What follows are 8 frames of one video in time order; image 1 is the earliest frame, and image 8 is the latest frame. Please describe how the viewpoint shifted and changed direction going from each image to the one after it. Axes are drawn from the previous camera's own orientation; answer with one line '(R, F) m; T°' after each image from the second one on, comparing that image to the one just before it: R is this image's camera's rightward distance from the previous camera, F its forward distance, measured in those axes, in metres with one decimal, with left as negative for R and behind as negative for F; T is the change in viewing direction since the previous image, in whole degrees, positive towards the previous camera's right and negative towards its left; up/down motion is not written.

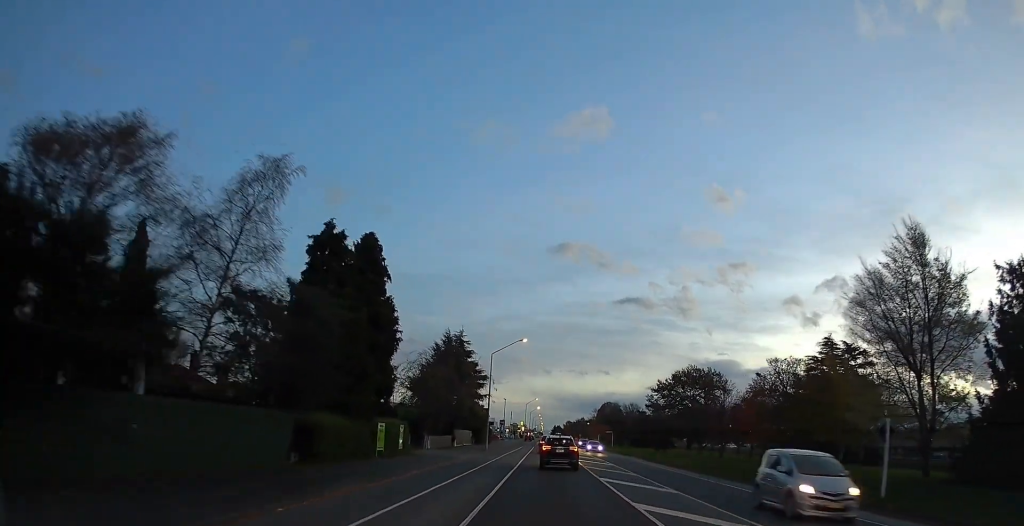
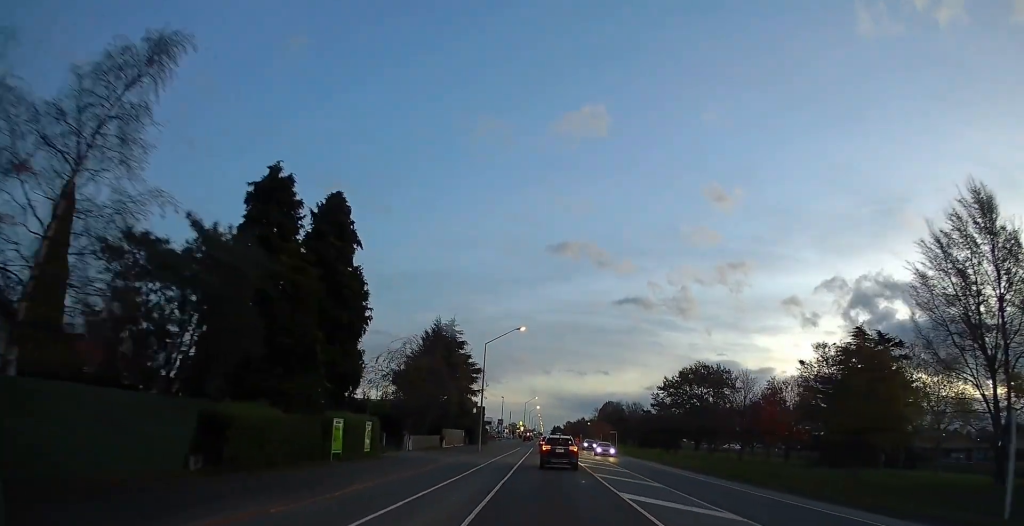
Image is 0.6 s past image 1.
(-0.1, +7.3) m; +1°
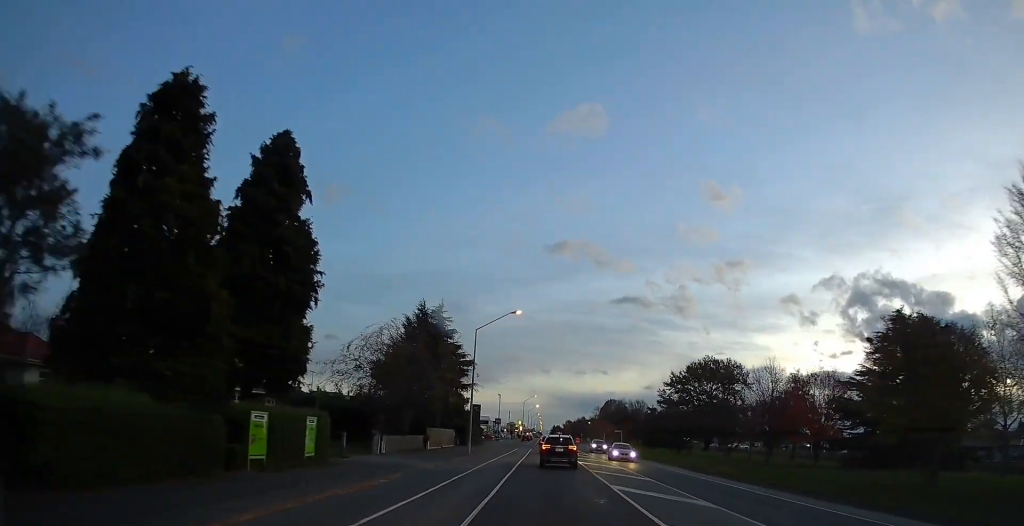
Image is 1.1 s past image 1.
(+0.2, +7.3) m; 0°
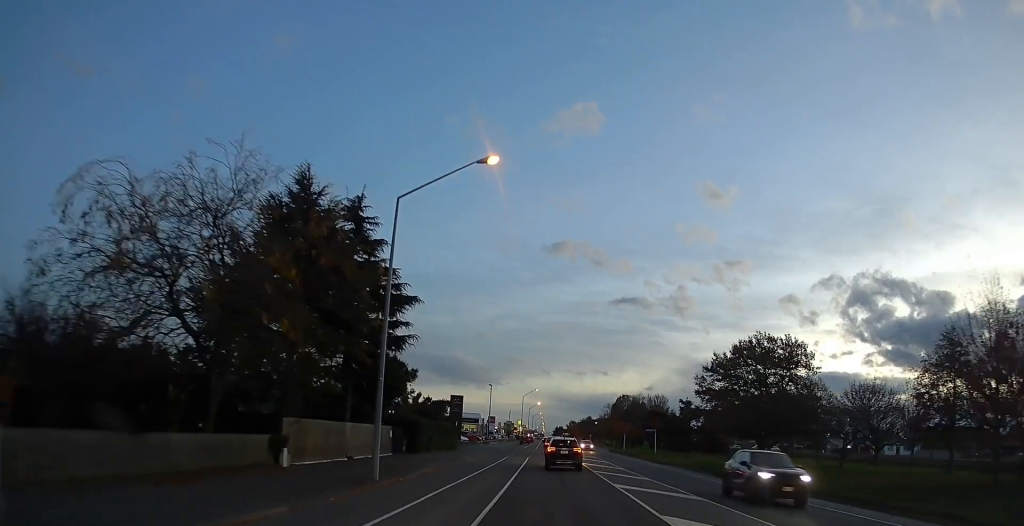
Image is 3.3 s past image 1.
(0.0, +28.2) m; 0°
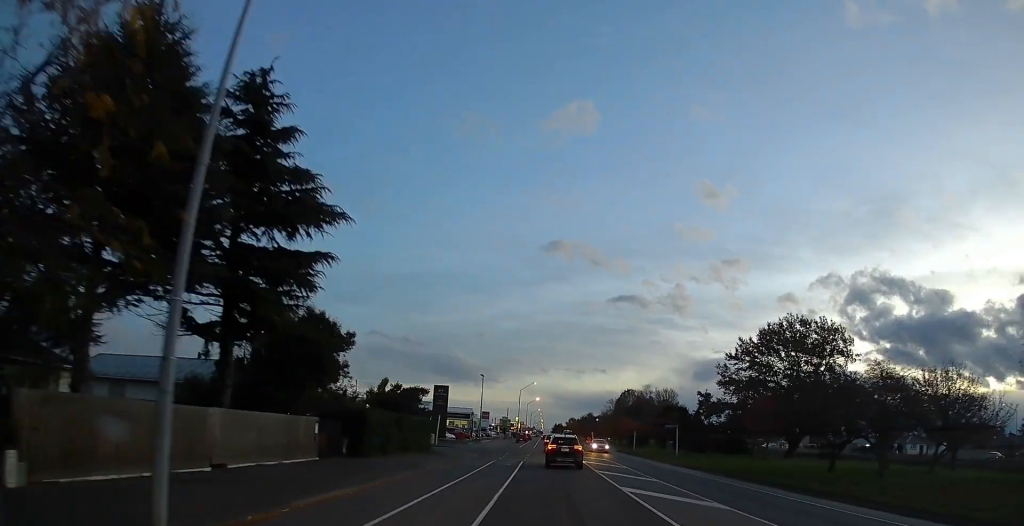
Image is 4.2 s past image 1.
(-0.1, +12.2) m; -1°
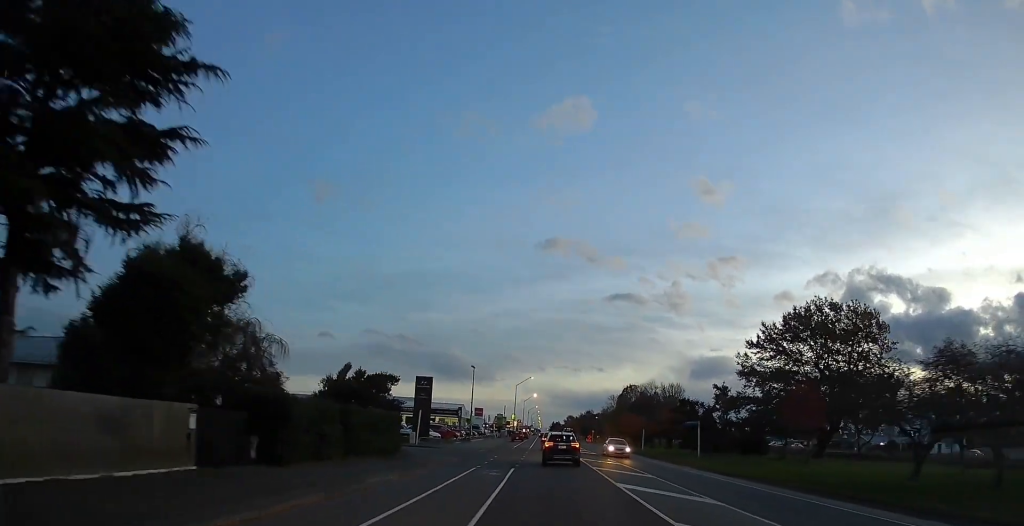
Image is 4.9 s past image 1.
(-0.1, +9.2) m; 0°
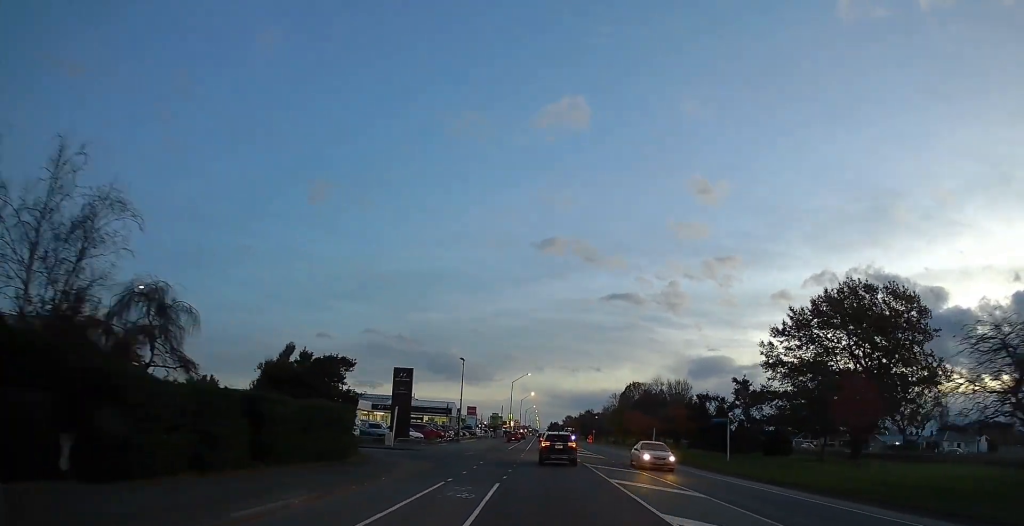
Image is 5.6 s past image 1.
(-0.1, +8.8) m; +1°
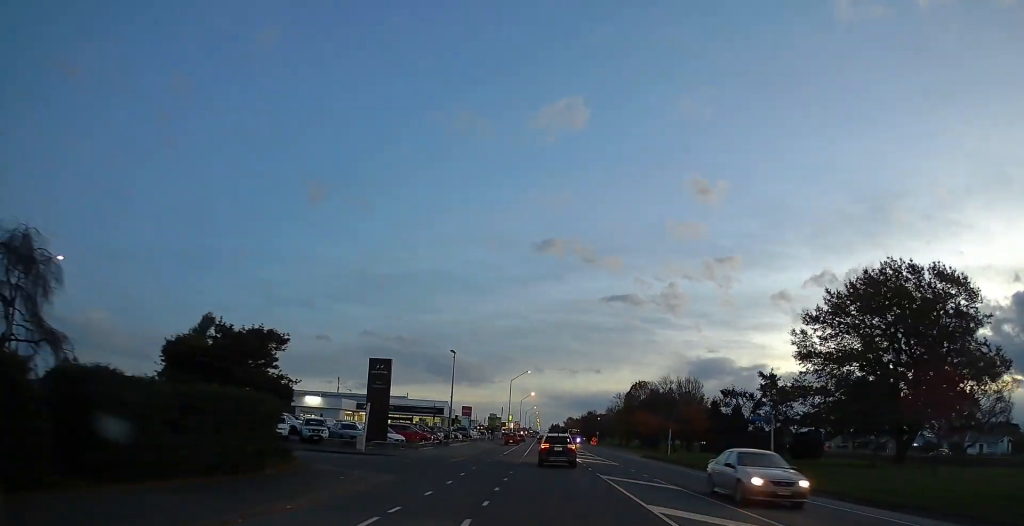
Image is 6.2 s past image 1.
(+0.2, +8.2) m; 0°
